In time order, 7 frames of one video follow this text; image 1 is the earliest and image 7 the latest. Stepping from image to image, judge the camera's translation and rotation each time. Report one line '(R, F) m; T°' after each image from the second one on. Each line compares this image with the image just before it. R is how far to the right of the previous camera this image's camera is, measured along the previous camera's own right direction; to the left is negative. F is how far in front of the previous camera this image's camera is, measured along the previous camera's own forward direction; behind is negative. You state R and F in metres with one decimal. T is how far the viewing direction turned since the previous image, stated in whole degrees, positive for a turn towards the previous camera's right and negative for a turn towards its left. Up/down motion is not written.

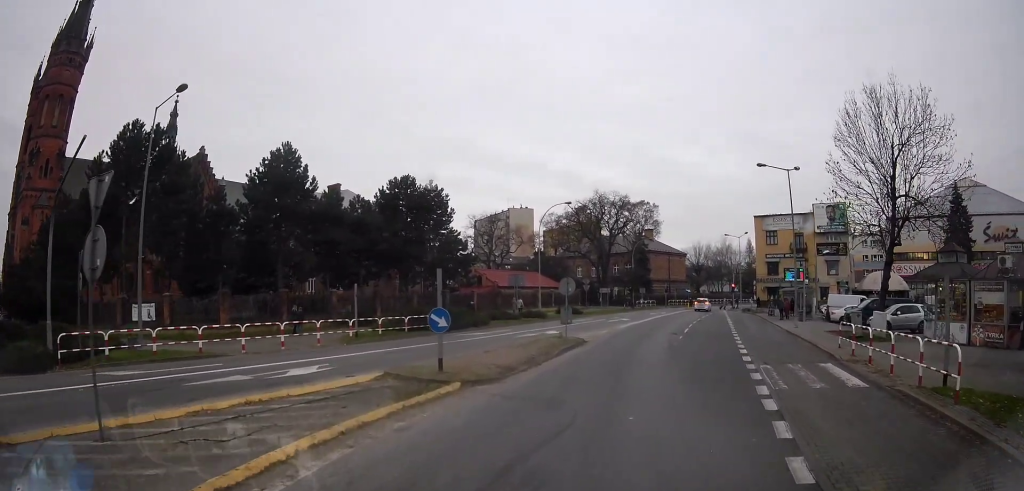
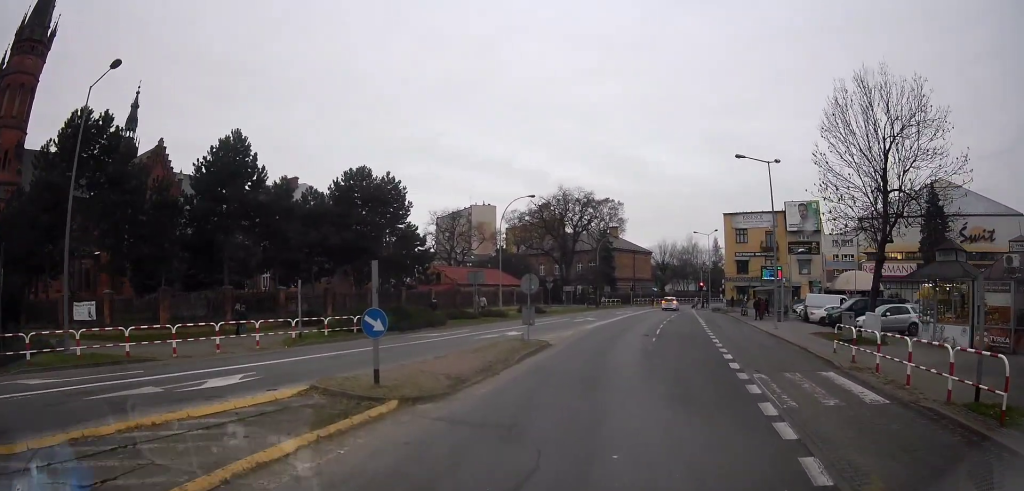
(+0.1, +1.9) m; 0°
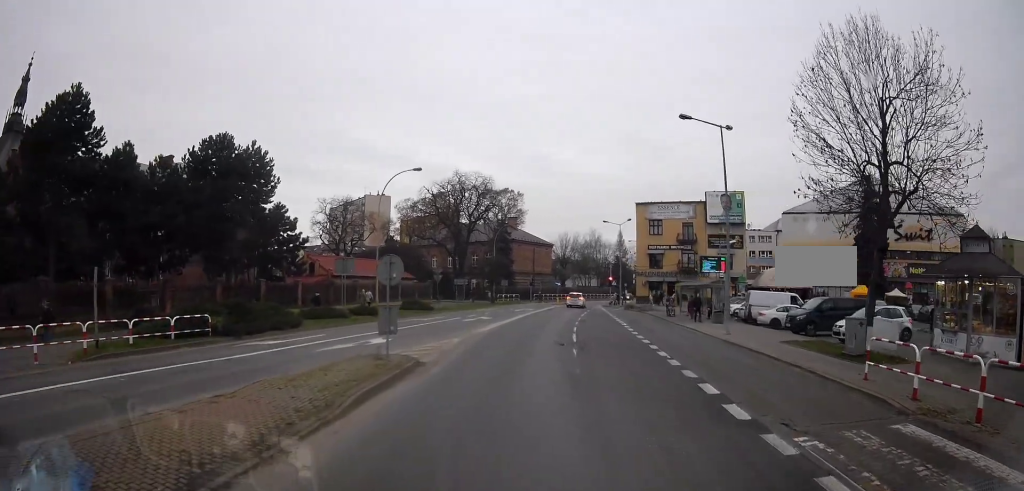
(+0.1, +6.3) m; +13°
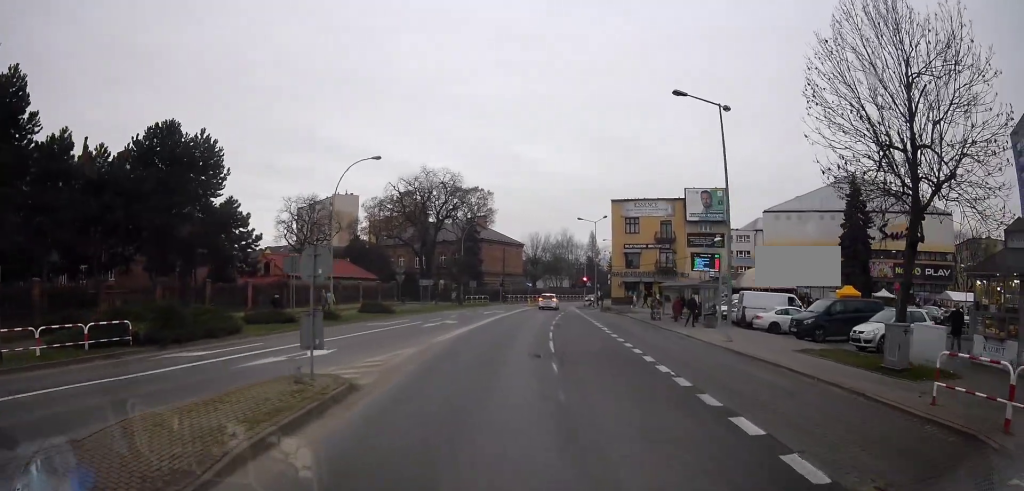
(+0.4, +3.1) m; +9°
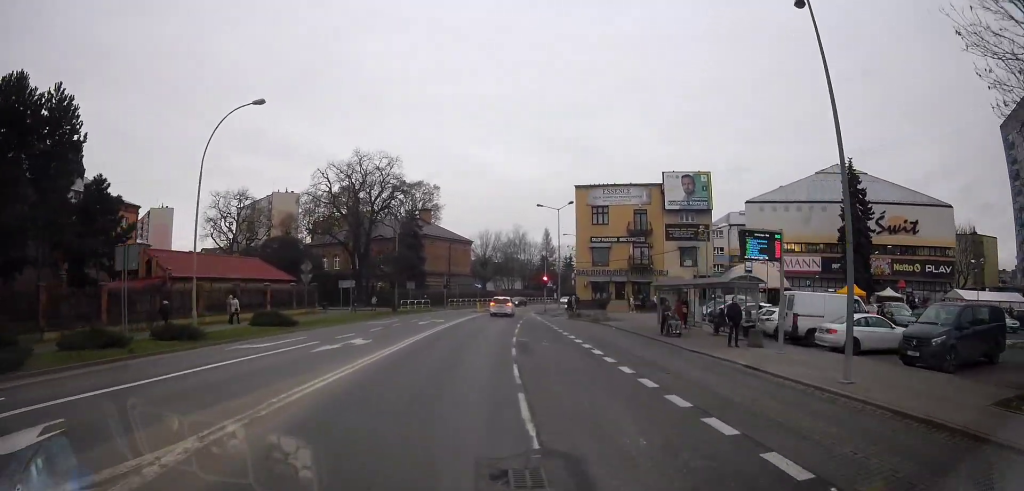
(+1.9, +11.3) m; +9°
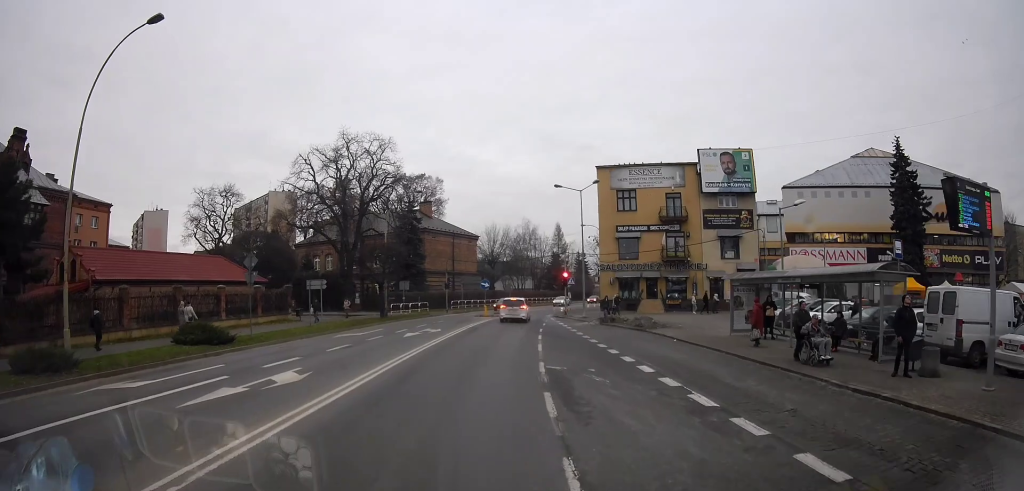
(0.0, +11.0) m; -2°
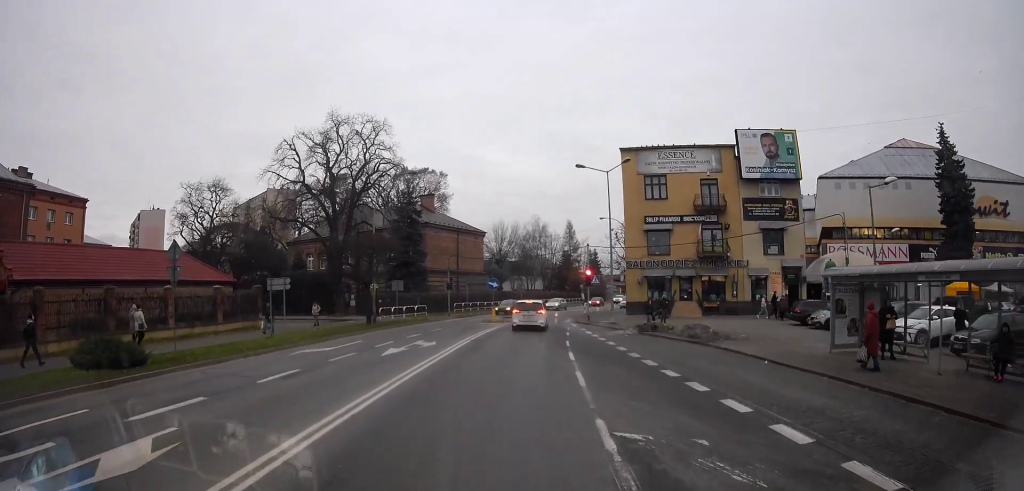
(-0.5, +8.4) m; -10°
